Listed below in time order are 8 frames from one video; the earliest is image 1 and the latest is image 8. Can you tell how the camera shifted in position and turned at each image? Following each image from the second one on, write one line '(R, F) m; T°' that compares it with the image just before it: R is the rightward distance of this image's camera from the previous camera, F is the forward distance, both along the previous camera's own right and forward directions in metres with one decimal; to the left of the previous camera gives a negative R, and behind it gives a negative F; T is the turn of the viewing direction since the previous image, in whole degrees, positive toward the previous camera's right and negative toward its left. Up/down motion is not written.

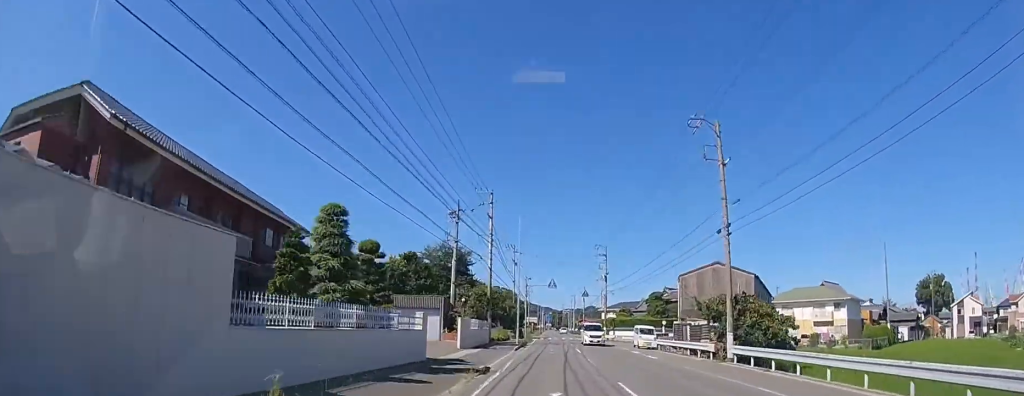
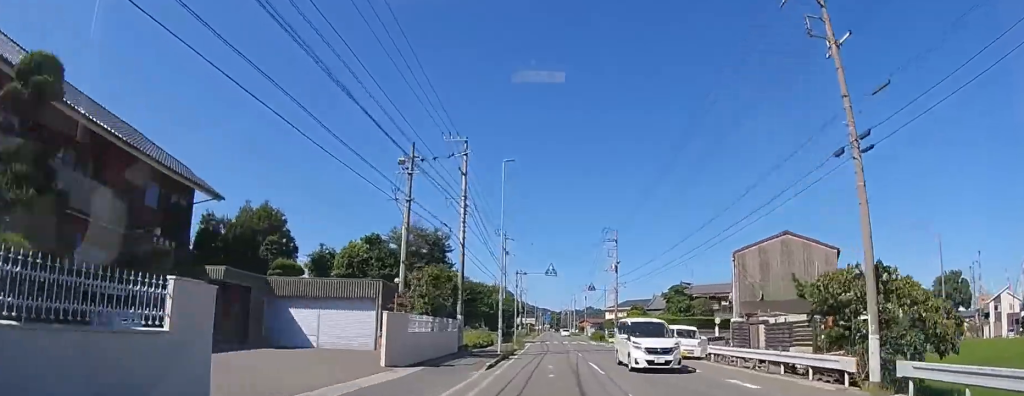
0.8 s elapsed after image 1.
(0.0, +11.8) m; 0°
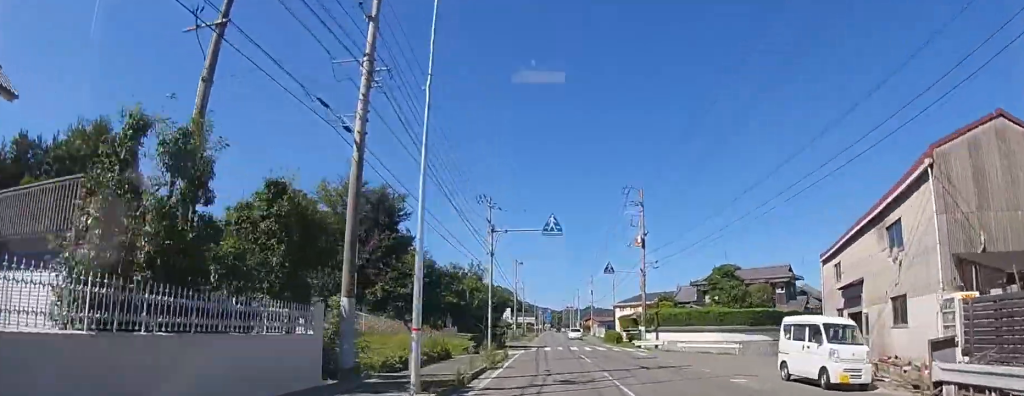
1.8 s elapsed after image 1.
(0.0, +16.1) m; 0°
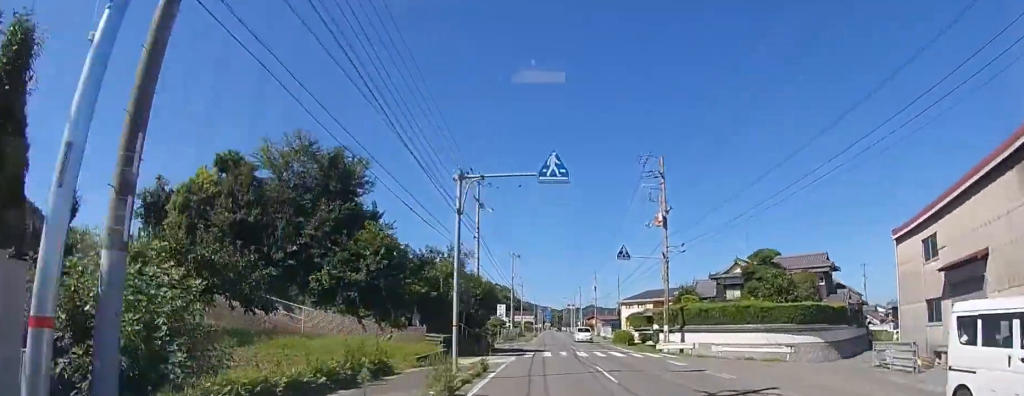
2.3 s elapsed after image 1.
(0.0, +7.3) m; 0°
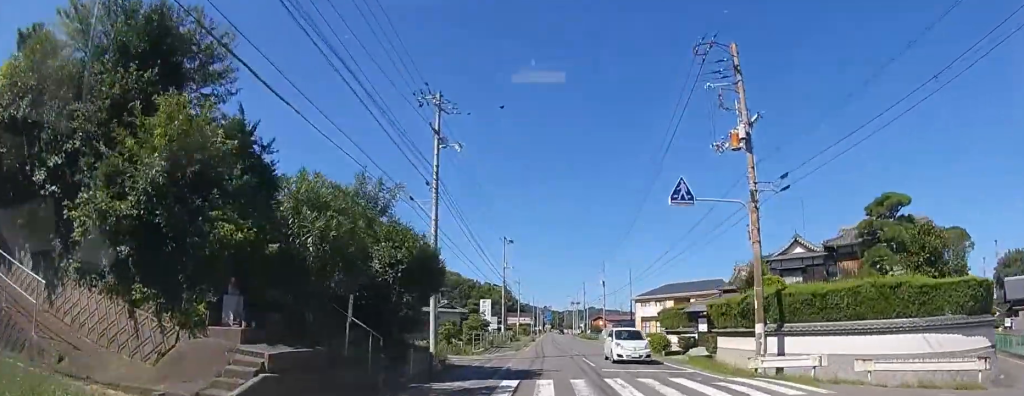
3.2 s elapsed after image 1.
(0.0, +14.1) m; 0°
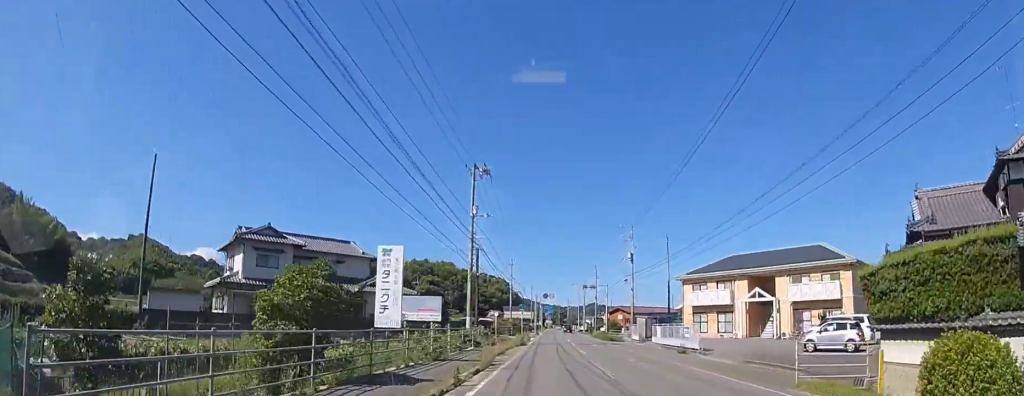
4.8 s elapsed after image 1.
(-0.1, +25.0) m; 0°
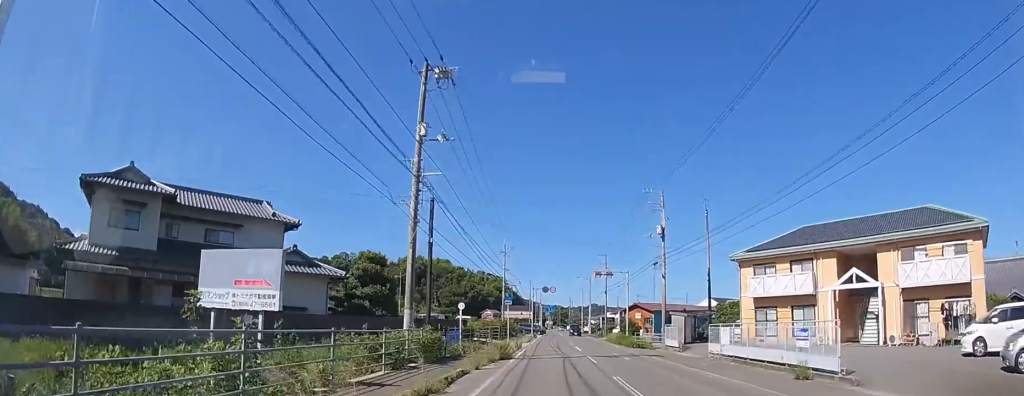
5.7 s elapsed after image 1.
(0.0, +14.4) m; 0°
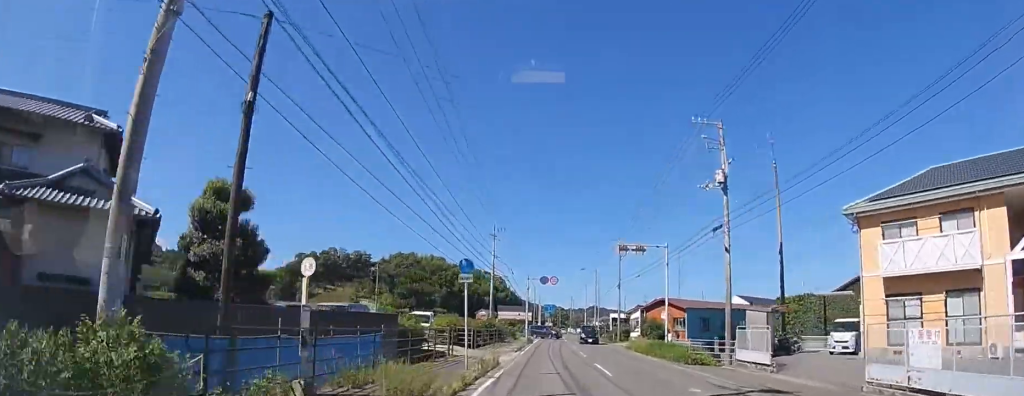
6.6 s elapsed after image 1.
(0.0, +14.3) m; 0°
